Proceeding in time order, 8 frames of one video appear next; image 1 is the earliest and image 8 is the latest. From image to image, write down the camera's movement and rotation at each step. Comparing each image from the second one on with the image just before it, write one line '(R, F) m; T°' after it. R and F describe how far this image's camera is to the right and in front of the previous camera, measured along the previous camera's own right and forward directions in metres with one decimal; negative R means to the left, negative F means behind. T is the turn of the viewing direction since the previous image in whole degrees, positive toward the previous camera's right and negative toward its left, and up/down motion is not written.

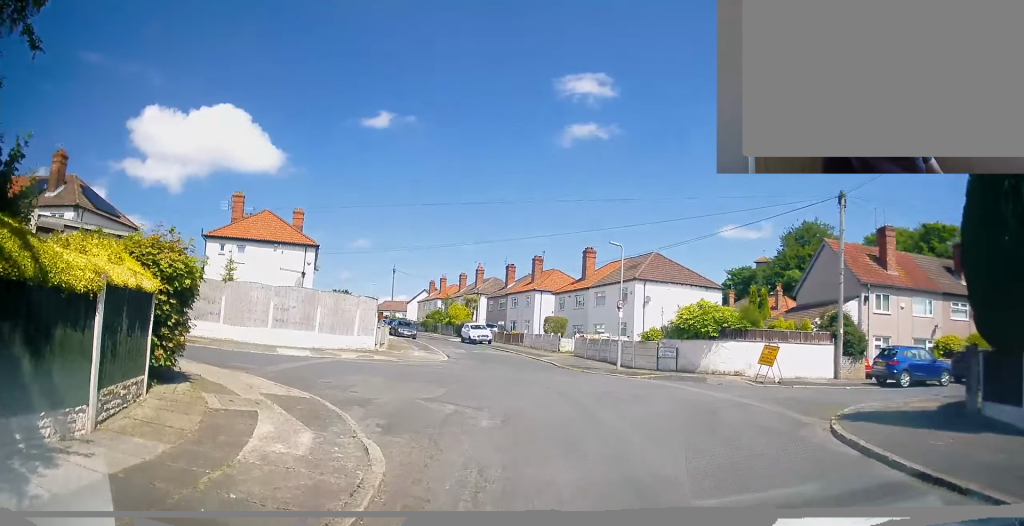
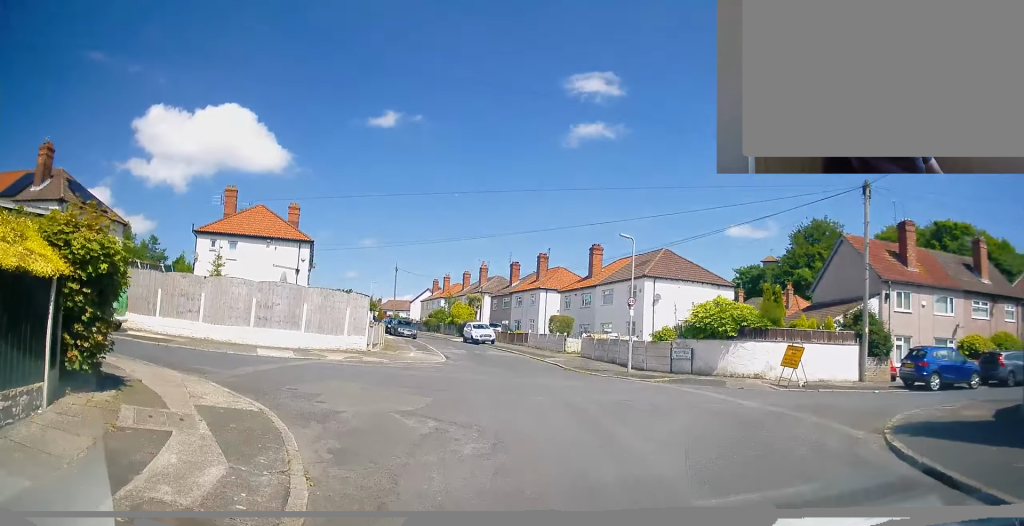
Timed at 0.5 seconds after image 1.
(0.0, +1.8) m; 0°
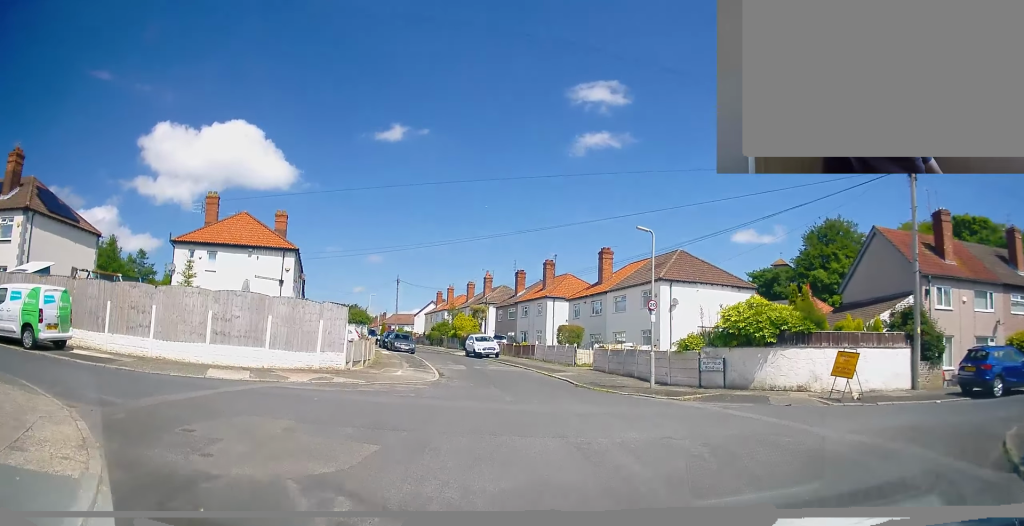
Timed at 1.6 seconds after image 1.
(0.0, +3.6) m; -1°
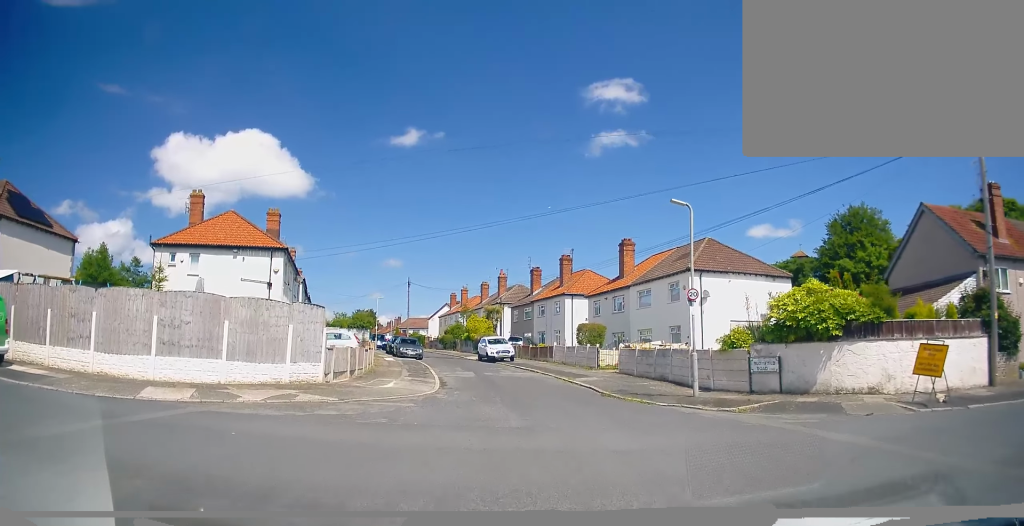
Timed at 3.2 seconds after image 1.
(-0.3, +4.3) m; -4°
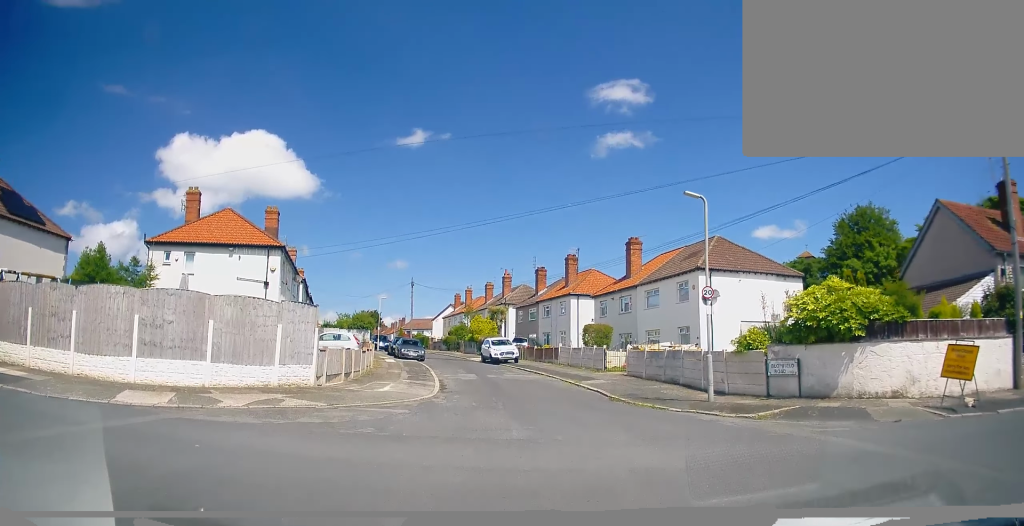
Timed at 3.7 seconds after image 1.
(+0.1, +1.0) m; +1°
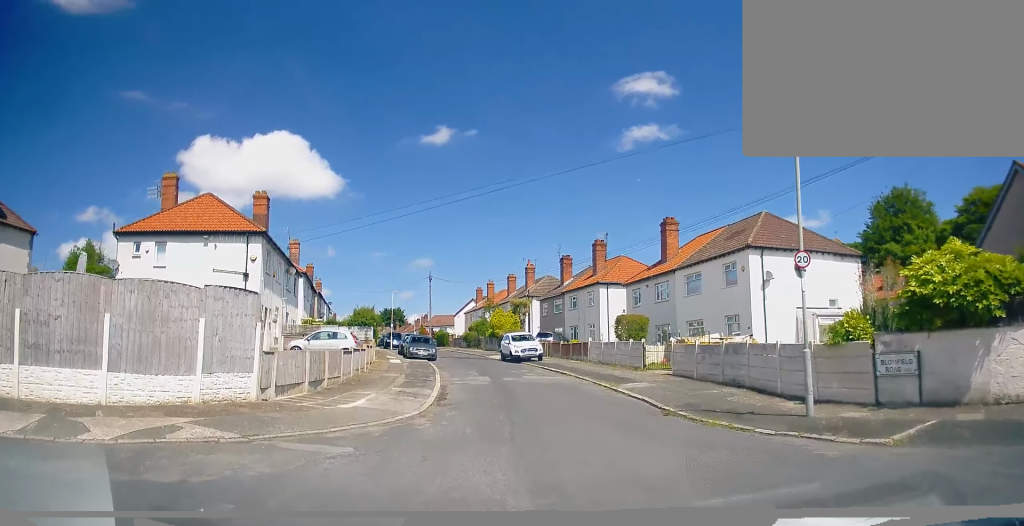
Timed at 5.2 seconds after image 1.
(+0.1, +3.4) m; 0°
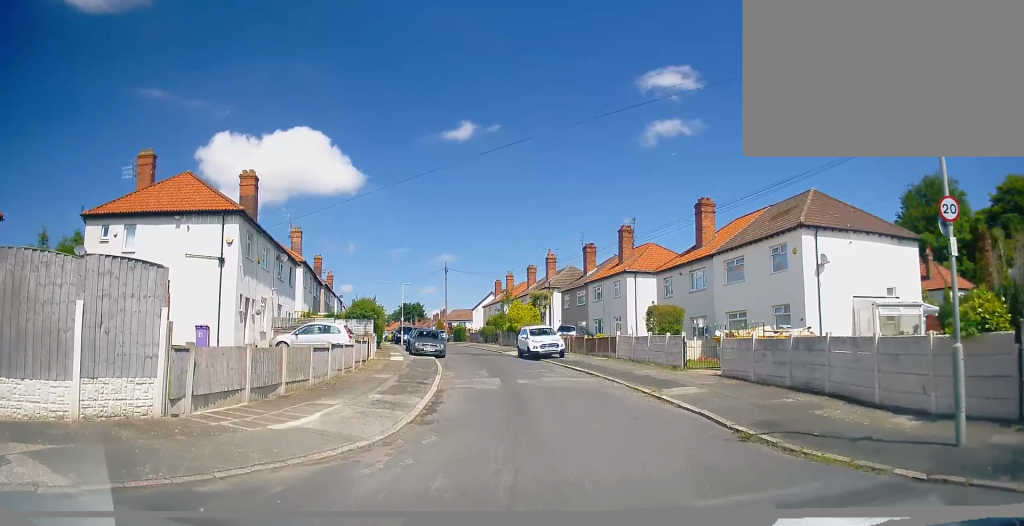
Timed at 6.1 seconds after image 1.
(0.0, +3.2) m; -3°
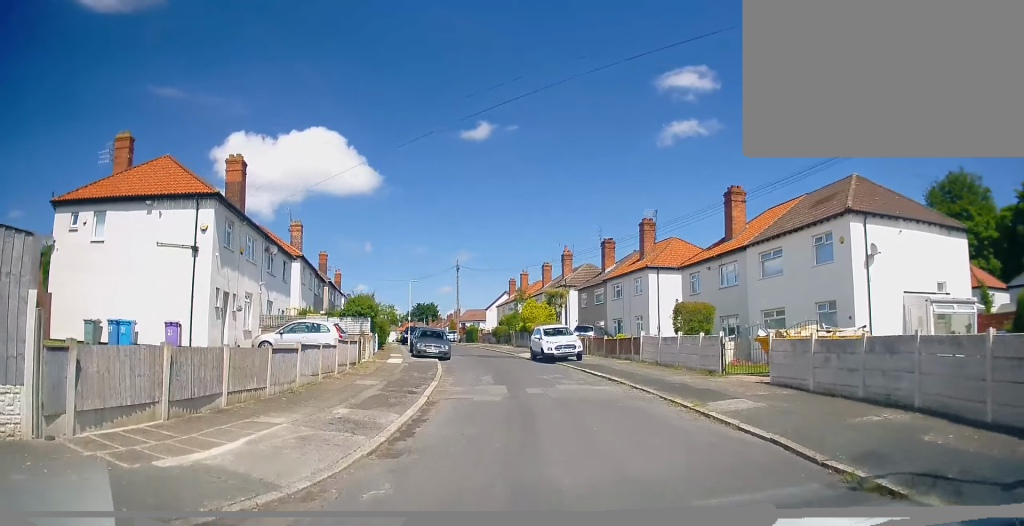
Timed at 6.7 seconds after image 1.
(-0.1, +2.6) m; -2°
